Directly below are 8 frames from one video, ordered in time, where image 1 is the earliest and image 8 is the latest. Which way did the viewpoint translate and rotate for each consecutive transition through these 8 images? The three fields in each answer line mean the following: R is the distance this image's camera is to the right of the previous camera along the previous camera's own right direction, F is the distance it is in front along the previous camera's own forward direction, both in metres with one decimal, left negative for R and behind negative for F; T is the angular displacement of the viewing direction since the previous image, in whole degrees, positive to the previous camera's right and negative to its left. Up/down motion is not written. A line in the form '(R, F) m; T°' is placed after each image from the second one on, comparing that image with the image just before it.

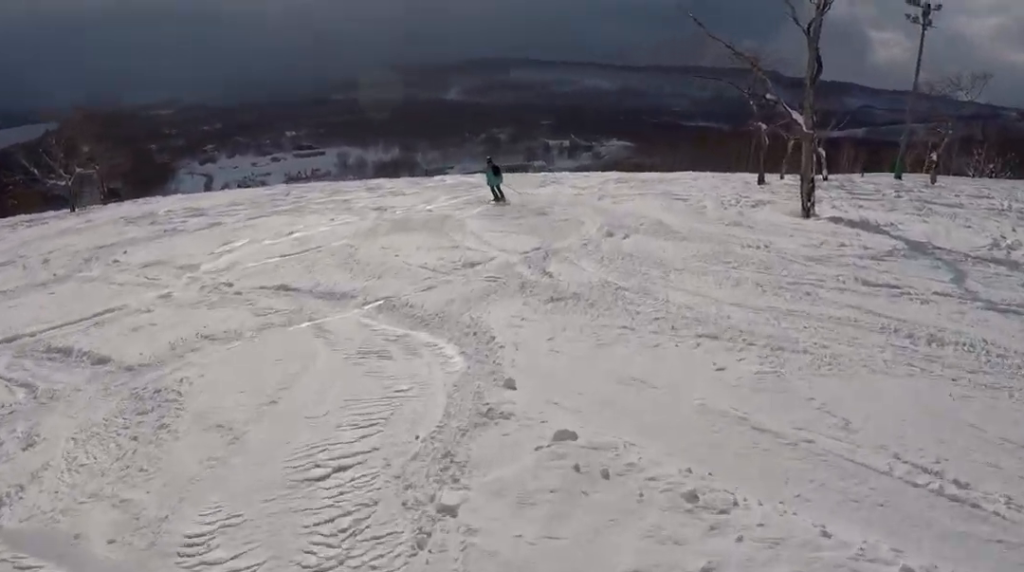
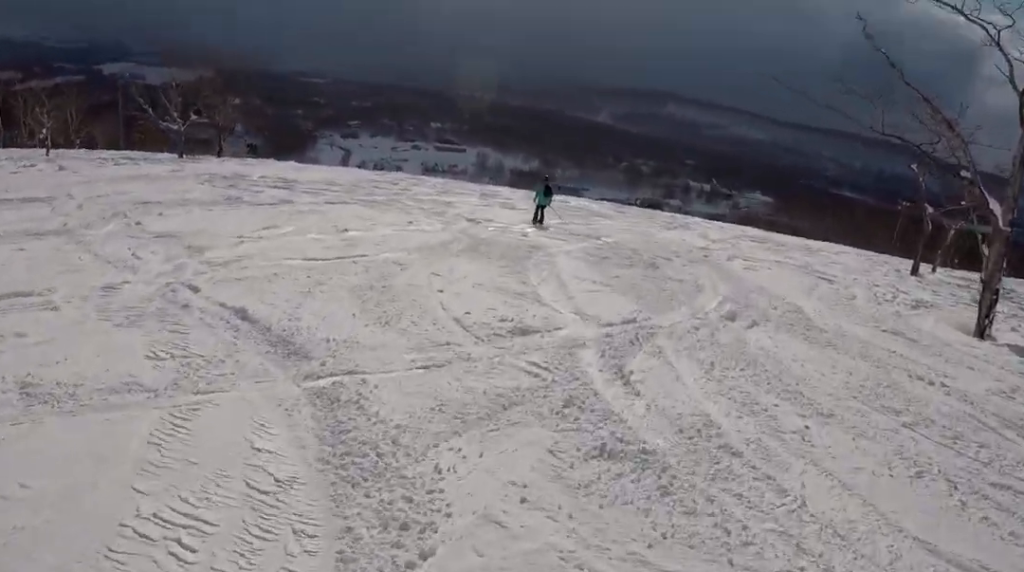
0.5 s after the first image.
(0.0, +3.8) m; -7°
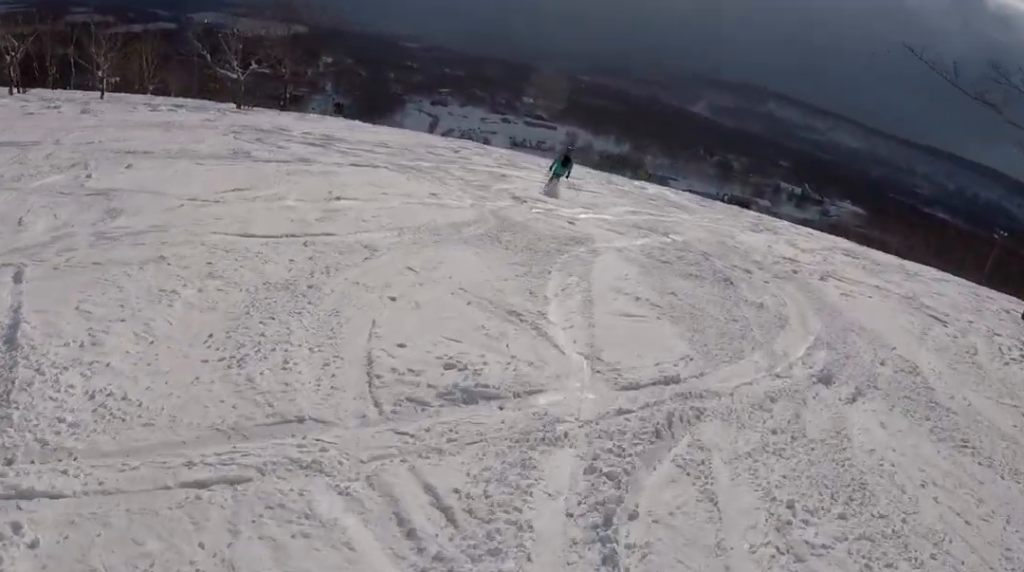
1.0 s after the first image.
(+0.4, +3.6) m; -7°
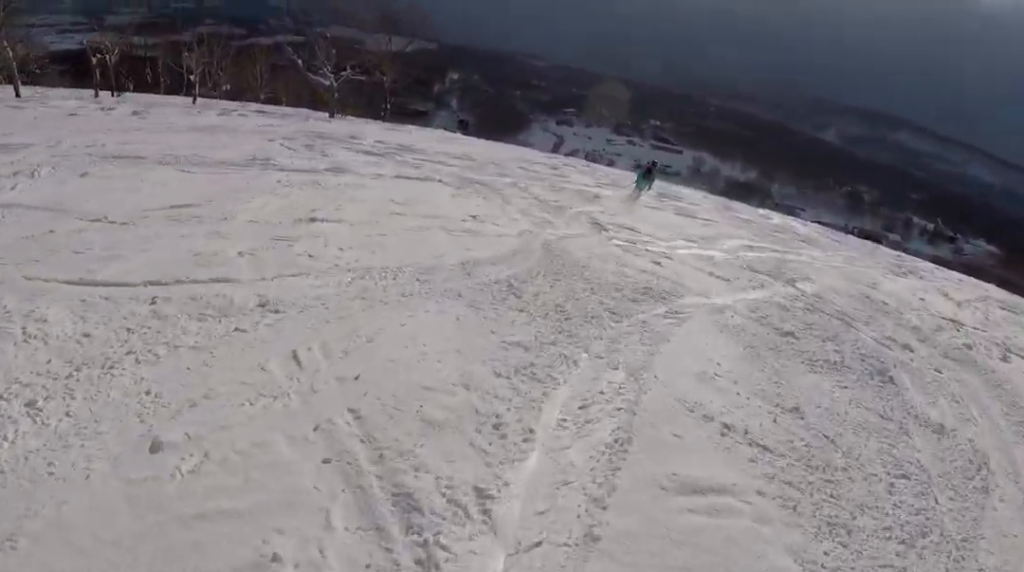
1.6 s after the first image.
(-0.9, +4.1) m; -7°
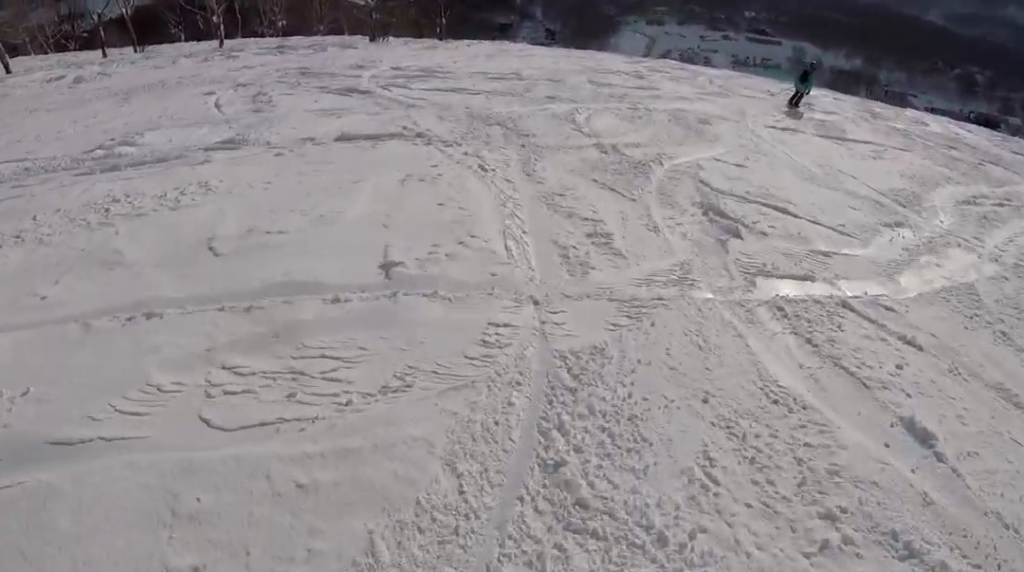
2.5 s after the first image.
(-0.8, +7.2) m; +1°
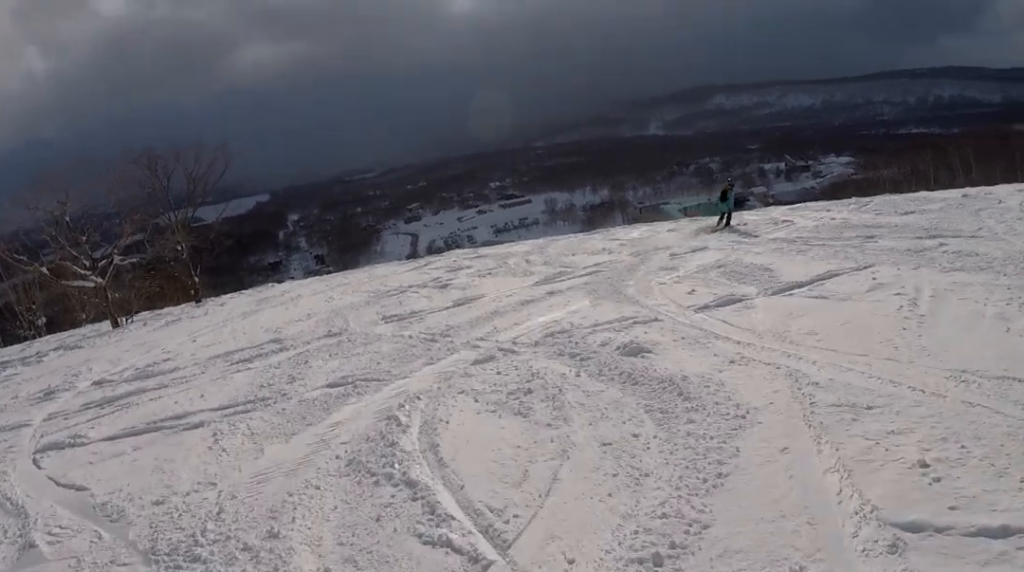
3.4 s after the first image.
(+0.7, +6.8) m; +14°
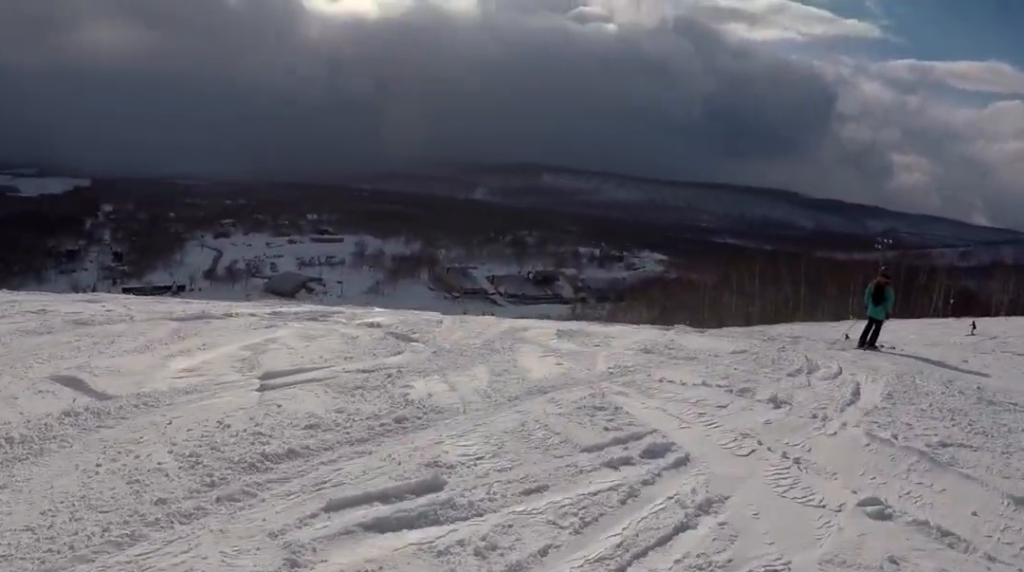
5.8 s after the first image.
(+6.1, +14.3) m; +44°
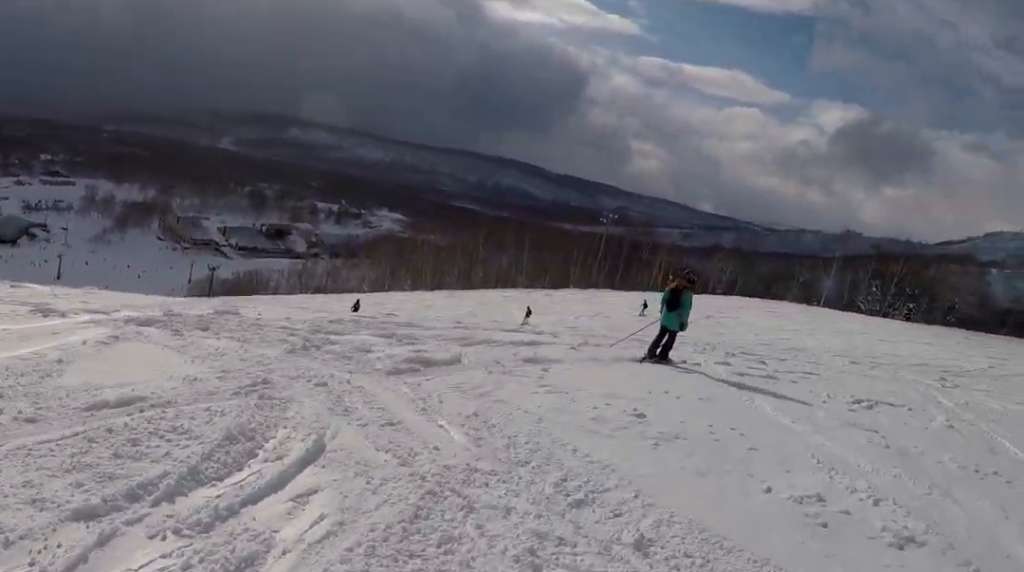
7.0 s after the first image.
(-0.2, +6.9) m; +3°
